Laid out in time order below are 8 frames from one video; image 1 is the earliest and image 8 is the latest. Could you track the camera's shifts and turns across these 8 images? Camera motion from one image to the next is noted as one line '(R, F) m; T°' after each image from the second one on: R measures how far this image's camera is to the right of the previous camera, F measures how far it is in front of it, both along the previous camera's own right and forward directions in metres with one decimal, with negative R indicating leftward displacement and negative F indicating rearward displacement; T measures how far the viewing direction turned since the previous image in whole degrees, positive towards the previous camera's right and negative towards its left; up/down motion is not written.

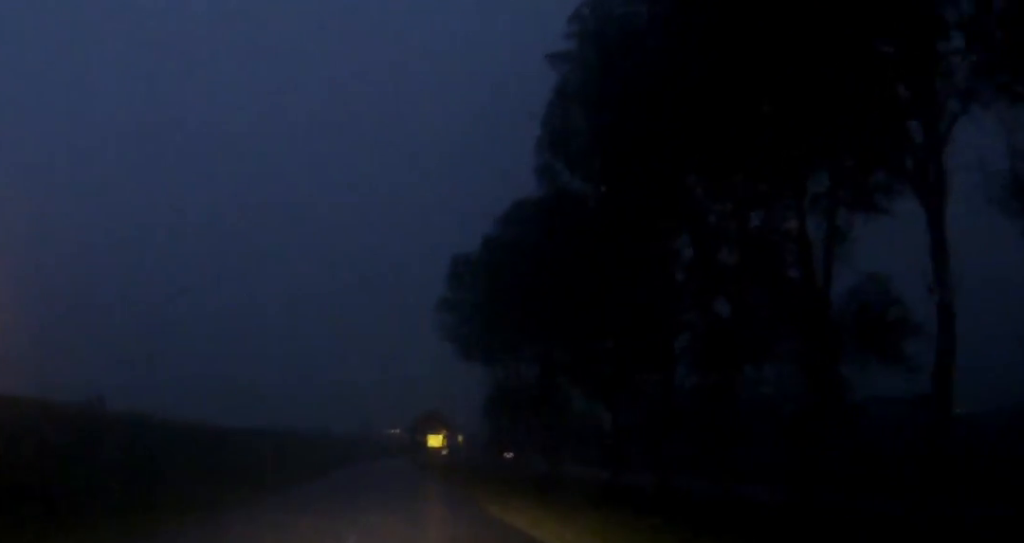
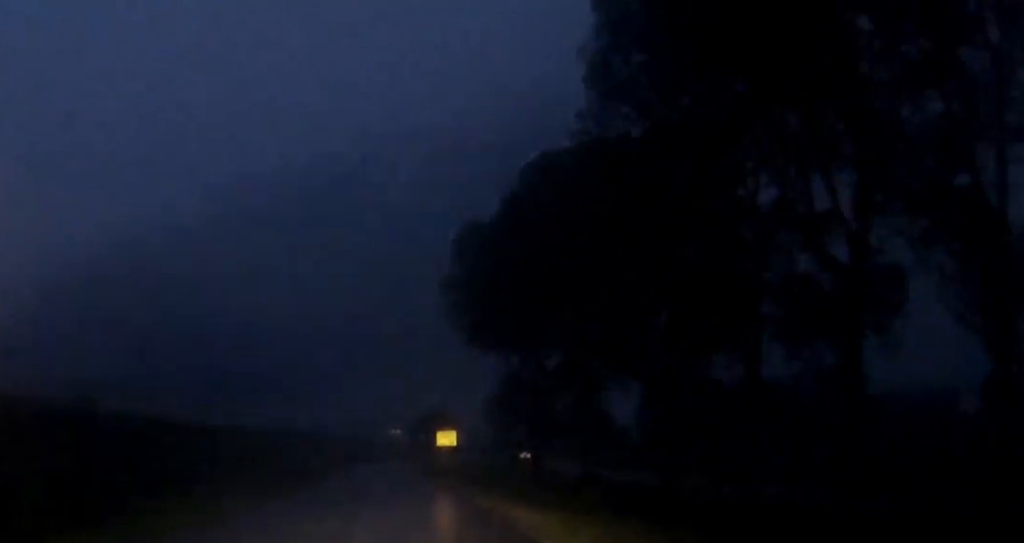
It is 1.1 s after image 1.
(0.0, +12.3) m; 0°
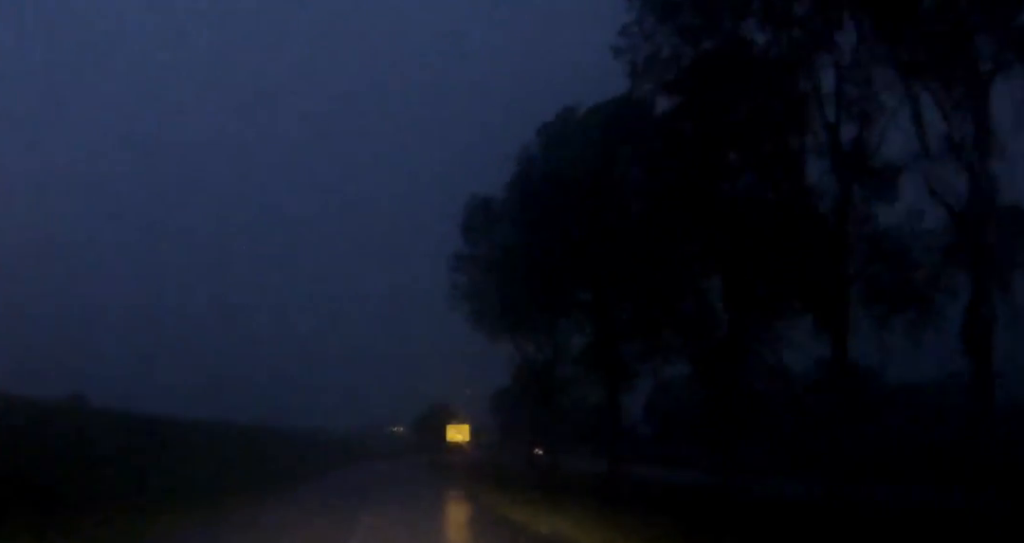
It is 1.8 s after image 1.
(0.0, +7.9) m; 0°
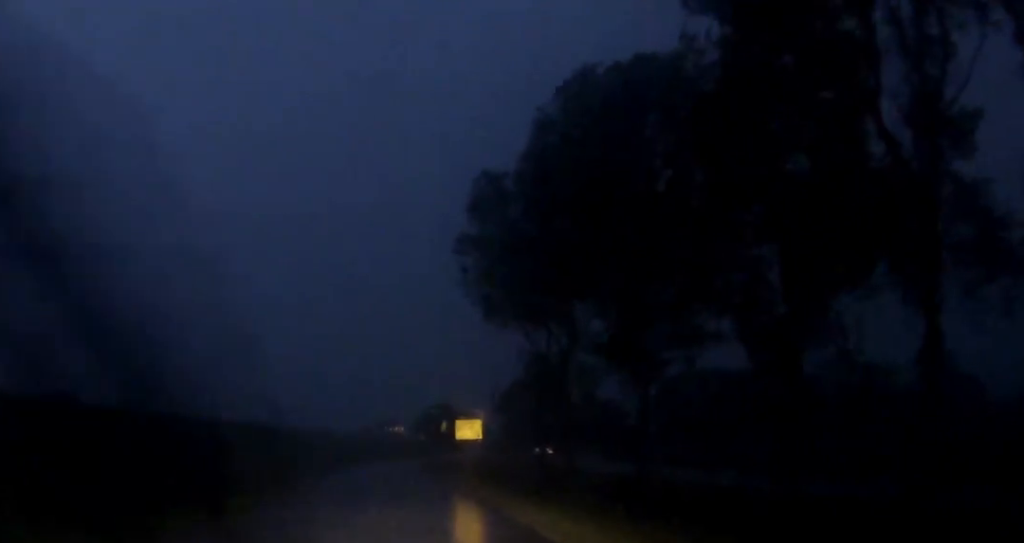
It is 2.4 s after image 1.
(0.0, +6.1) m; 0°
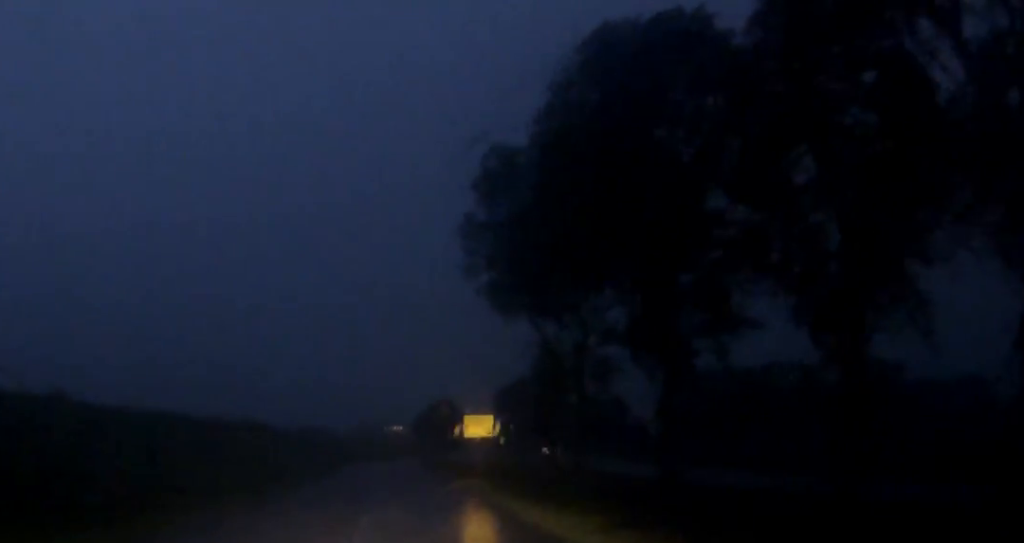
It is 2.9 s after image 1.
(0.0, +5.7) m; 0°
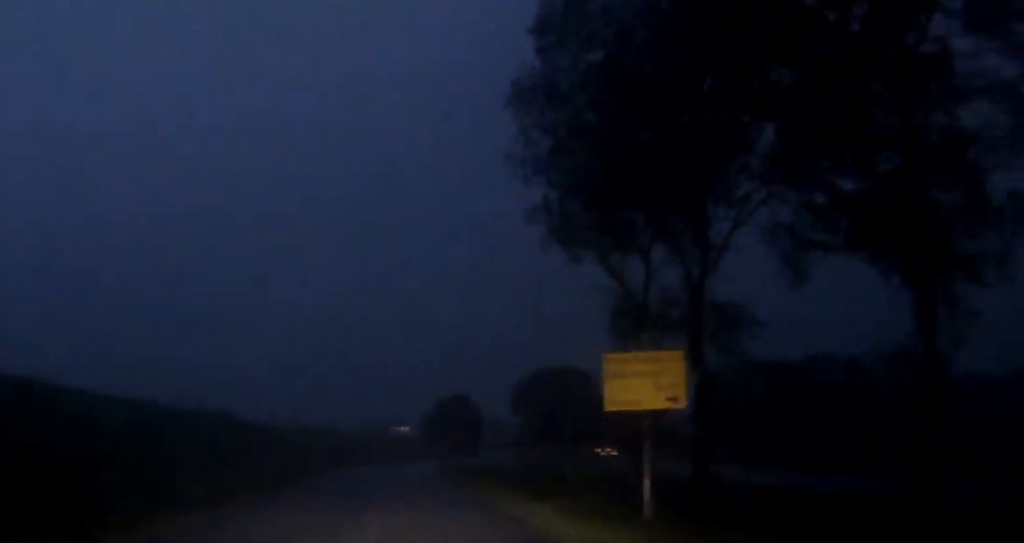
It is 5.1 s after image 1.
(-0.2, +23.5) m; 0°
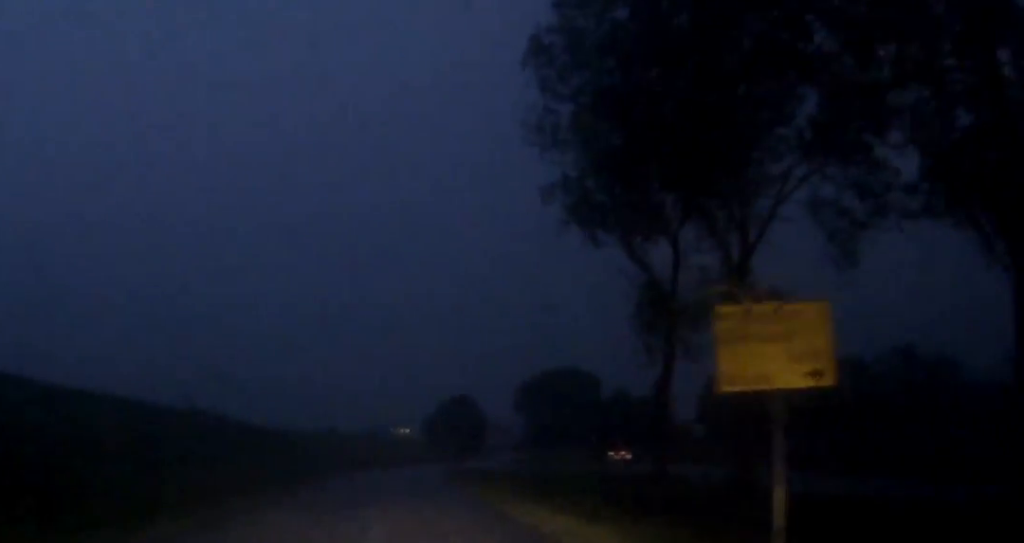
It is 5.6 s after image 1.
(0.0, +4.9) m; 0°
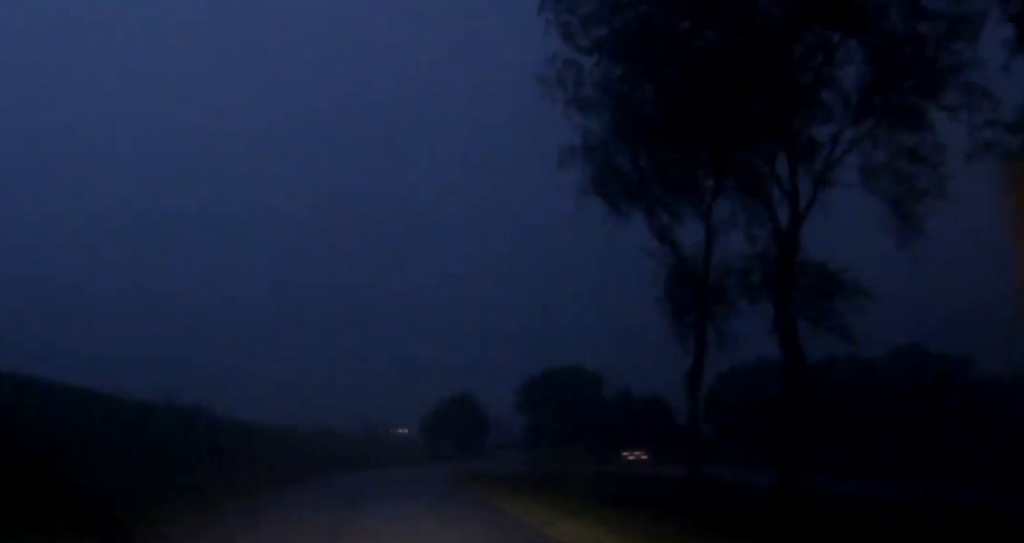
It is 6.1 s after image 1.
(0.0, +4.8) m; 0°
